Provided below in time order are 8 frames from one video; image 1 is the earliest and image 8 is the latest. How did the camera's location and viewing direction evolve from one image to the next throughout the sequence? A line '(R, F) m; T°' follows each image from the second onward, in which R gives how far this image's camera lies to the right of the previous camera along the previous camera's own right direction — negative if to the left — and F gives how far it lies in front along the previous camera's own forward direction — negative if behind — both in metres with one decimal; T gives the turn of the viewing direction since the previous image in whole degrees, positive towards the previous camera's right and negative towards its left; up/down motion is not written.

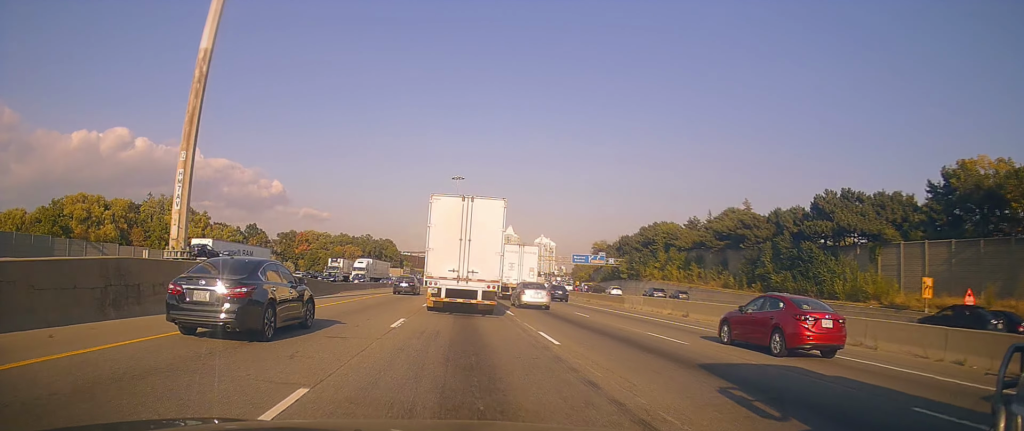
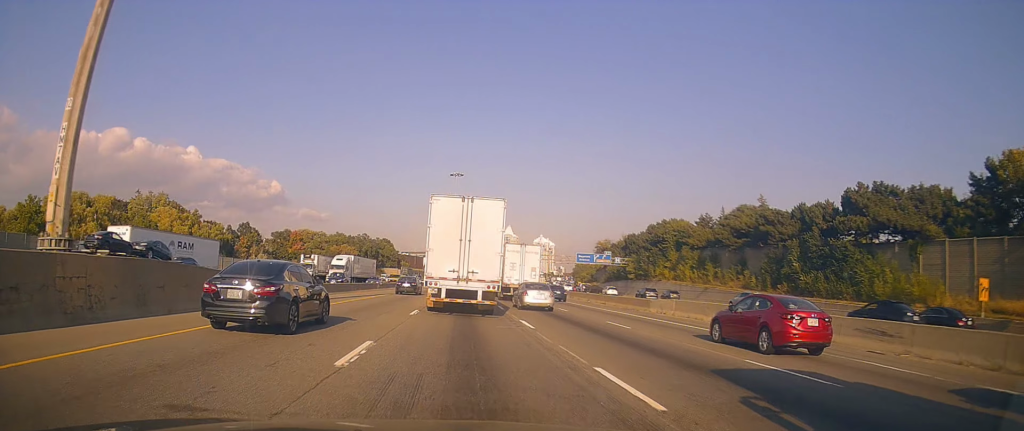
(0.0, +6.4) m; 0°
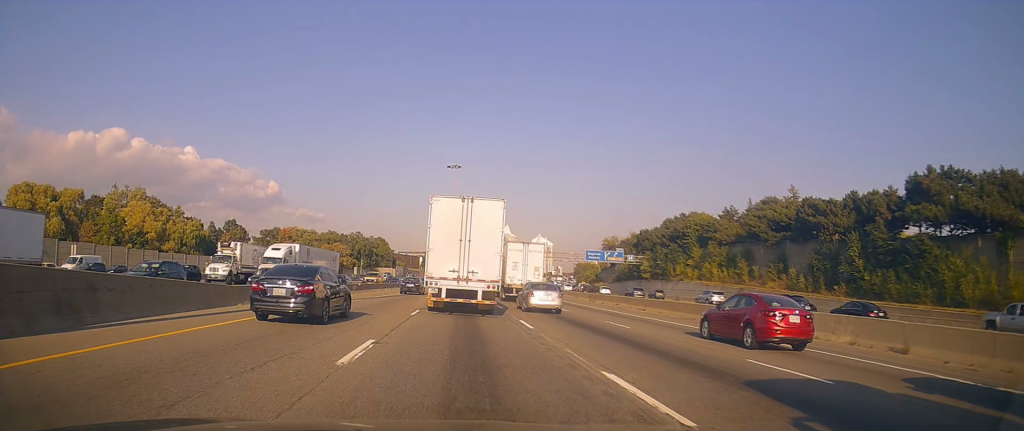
(+0.2, +11.6) m; 0°
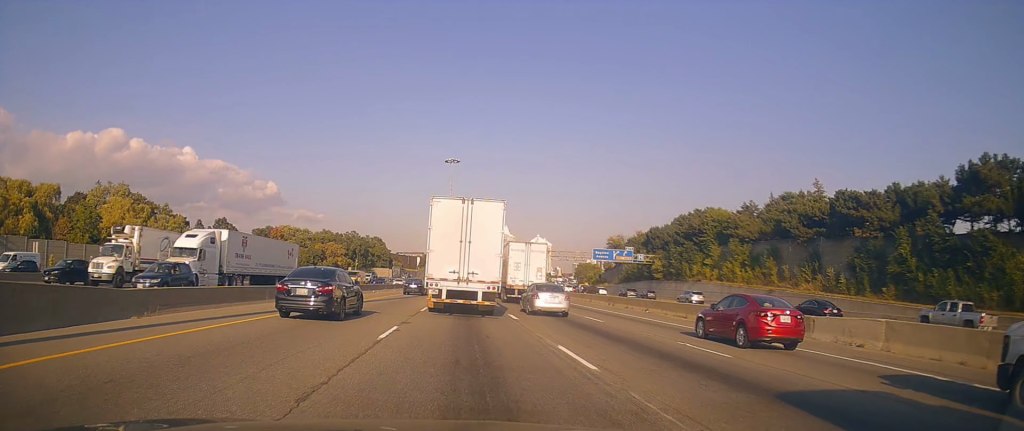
(-0.3, +7.8) m; +1°
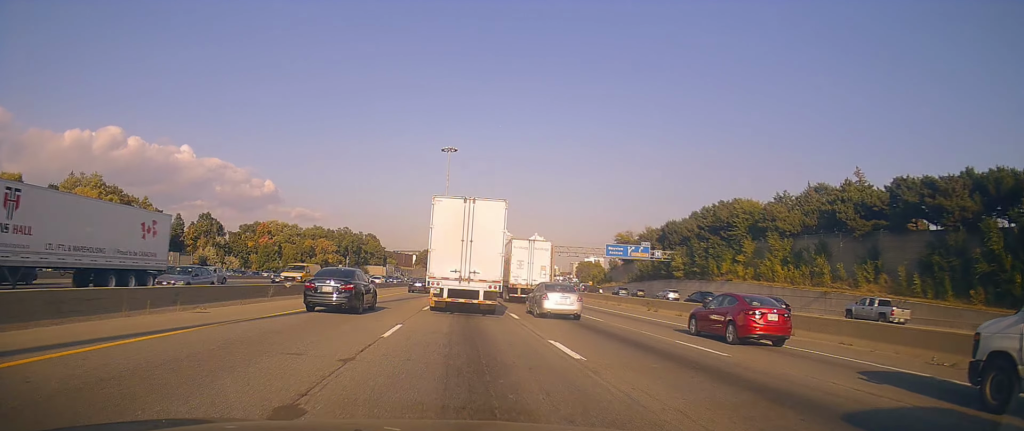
(+0.5, +11.4) m; 0°
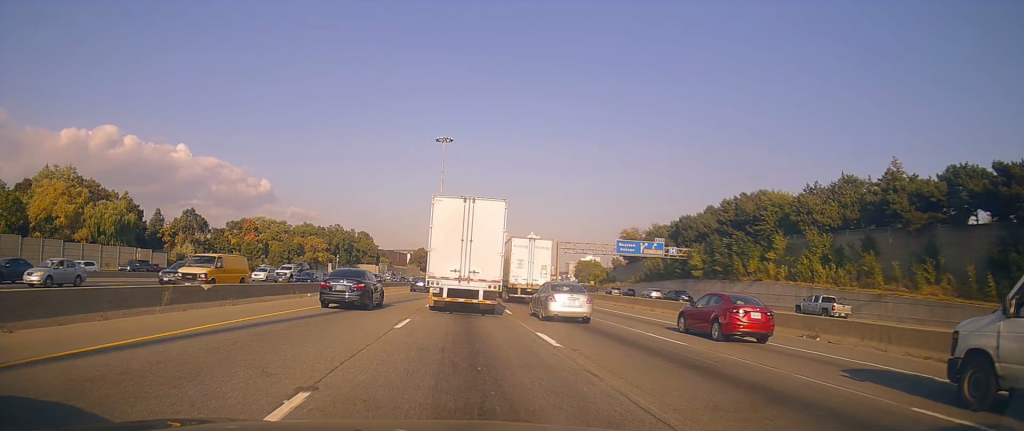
(0.0, +9.2) m; -1°
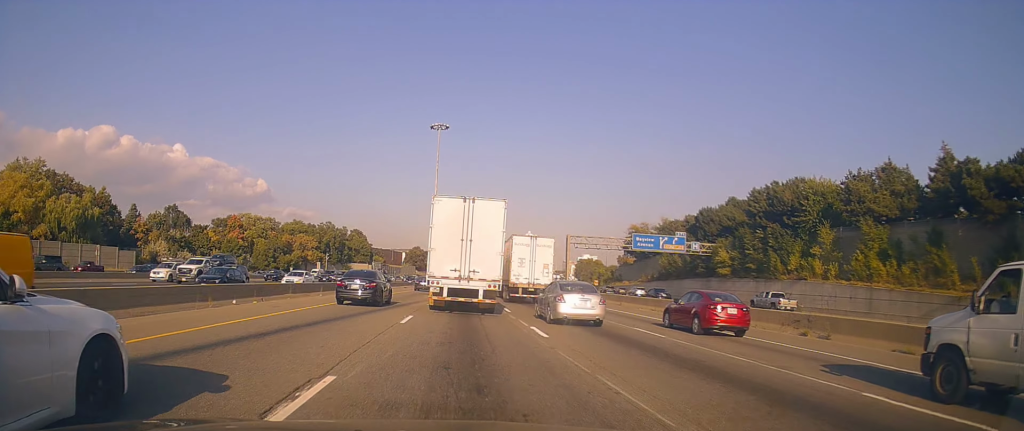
(-0.4, +10.4) m; 0°
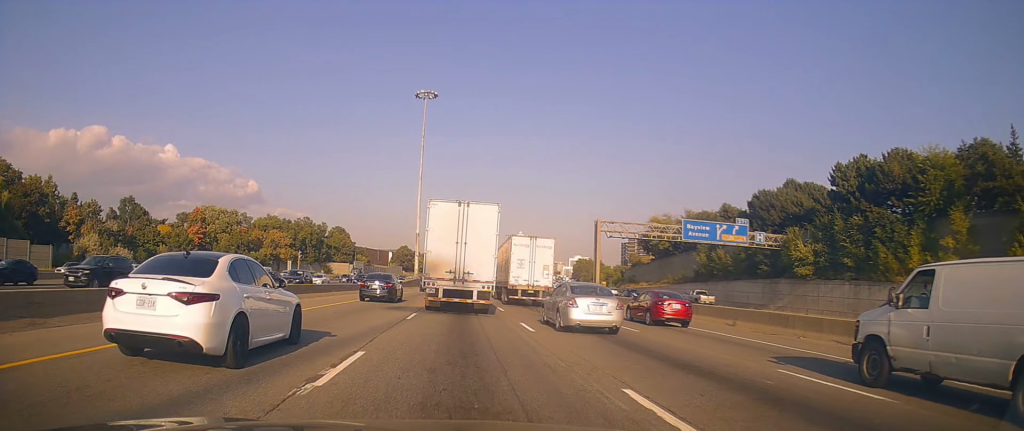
(+1.6, +21.0) m; +4°
